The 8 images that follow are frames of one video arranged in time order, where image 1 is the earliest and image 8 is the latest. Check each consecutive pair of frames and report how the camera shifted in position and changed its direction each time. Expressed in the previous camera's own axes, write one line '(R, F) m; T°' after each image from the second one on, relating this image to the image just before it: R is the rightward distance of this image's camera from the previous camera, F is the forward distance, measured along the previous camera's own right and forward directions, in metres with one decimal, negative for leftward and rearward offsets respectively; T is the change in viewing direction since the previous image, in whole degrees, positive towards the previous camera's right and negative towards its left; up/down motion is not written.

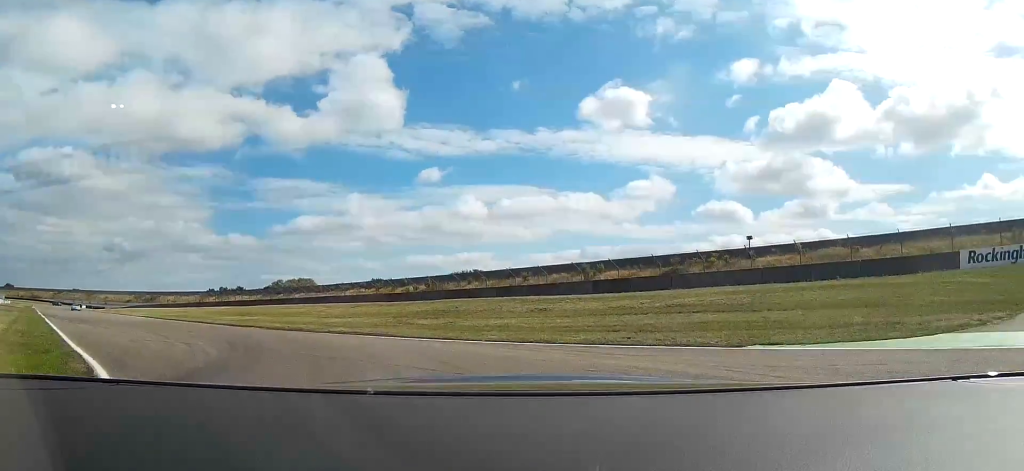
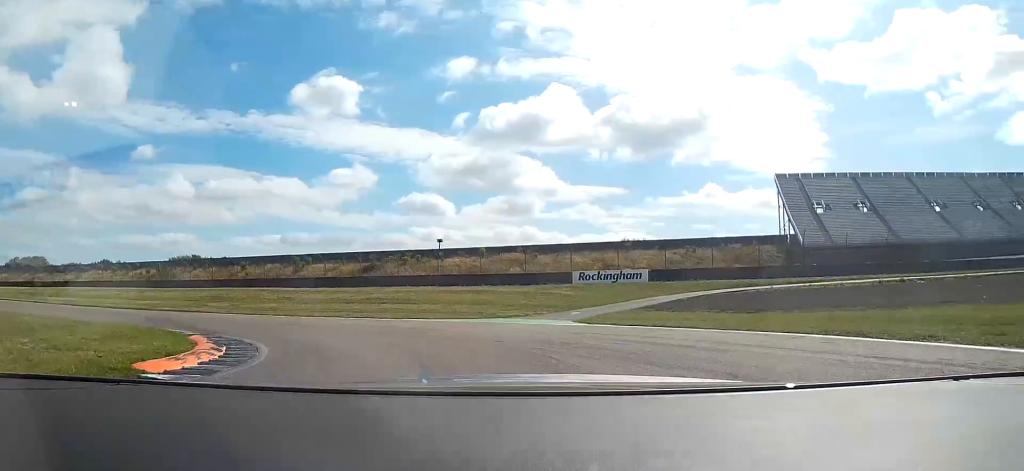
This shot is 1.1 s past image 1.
(+4.5, +16.3) m; +26°
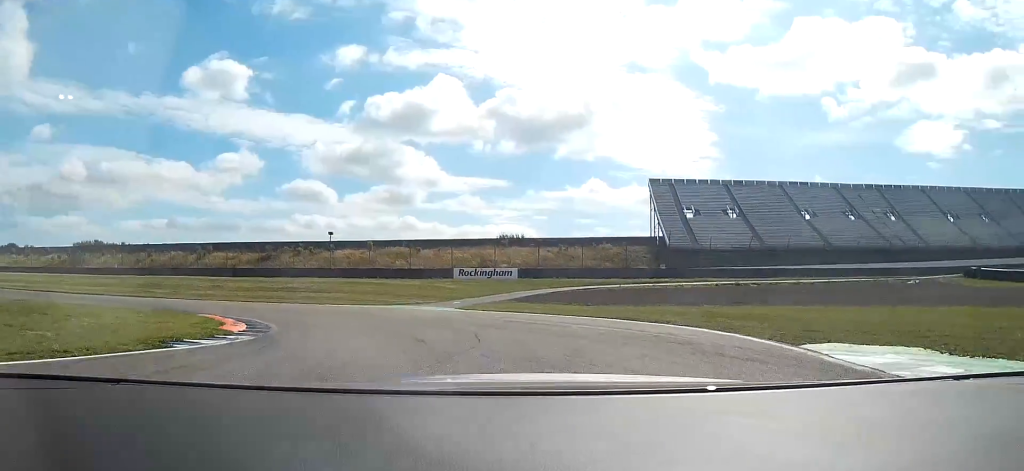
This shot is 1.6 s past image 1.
(+1.3, +9.3) m; +8°
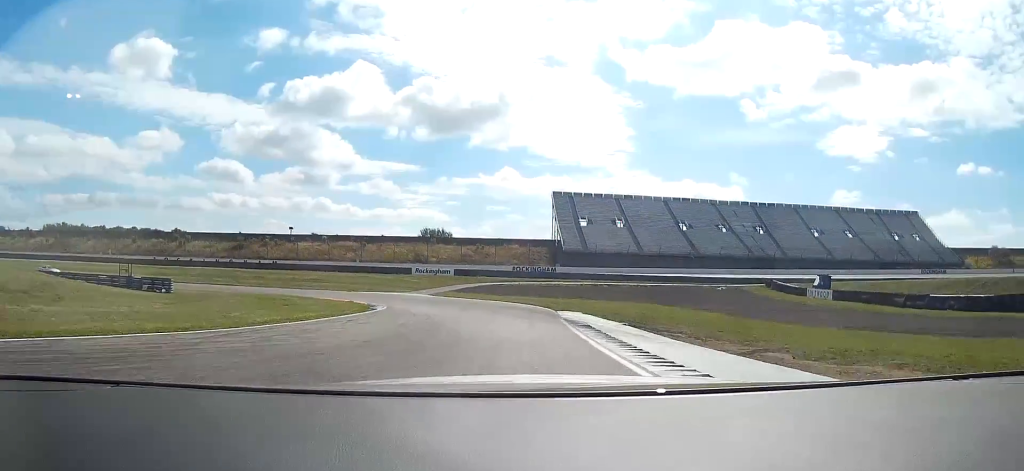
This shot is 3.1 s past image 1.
(+3.3, +31.8) m; +8°
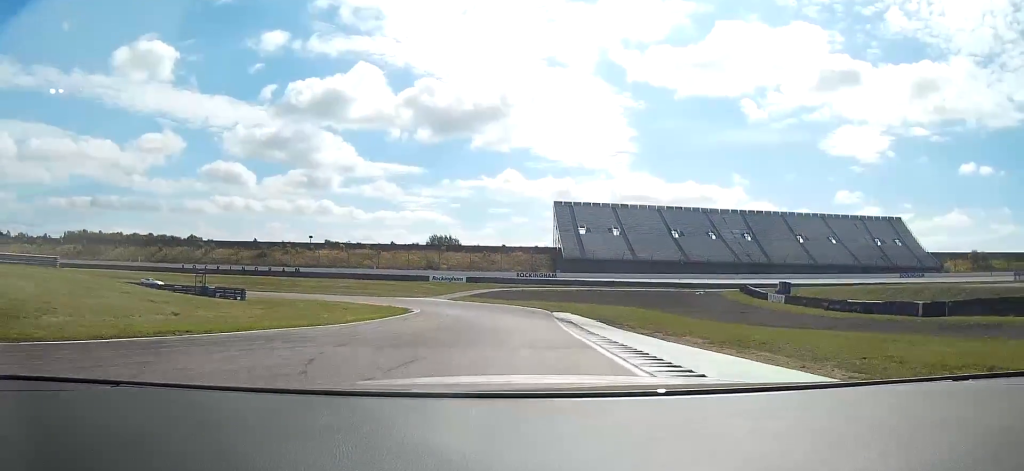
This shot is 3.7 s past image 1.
(+0.1, +12.9) m; 0°
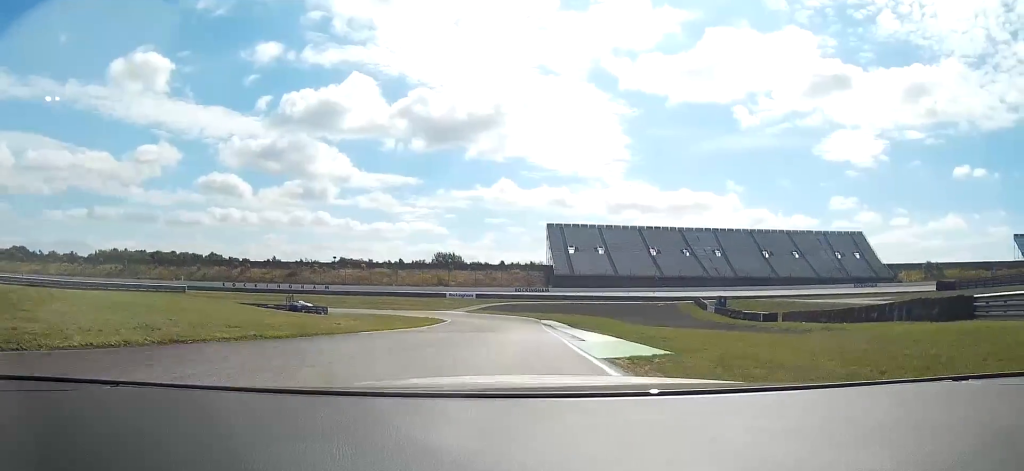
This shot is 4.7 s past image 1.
(+0.1, +25.8) m; +1°
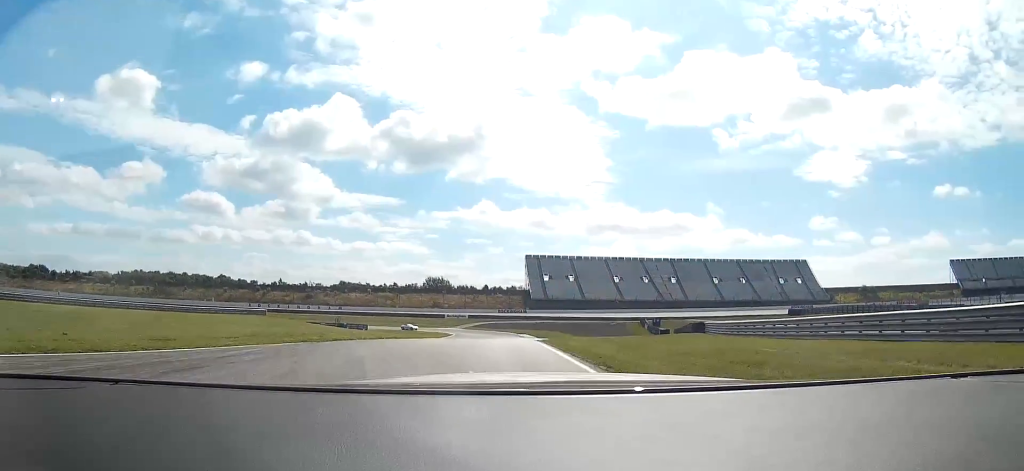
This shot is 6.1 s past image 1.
(+0.5, +35.3) m; +3°
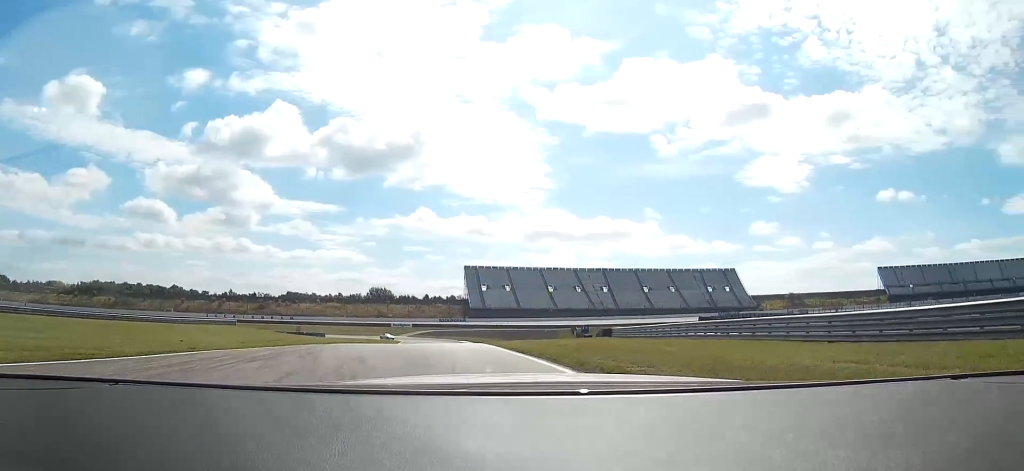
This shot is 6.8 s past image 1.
(-0.2, +15.0) m; +4°
